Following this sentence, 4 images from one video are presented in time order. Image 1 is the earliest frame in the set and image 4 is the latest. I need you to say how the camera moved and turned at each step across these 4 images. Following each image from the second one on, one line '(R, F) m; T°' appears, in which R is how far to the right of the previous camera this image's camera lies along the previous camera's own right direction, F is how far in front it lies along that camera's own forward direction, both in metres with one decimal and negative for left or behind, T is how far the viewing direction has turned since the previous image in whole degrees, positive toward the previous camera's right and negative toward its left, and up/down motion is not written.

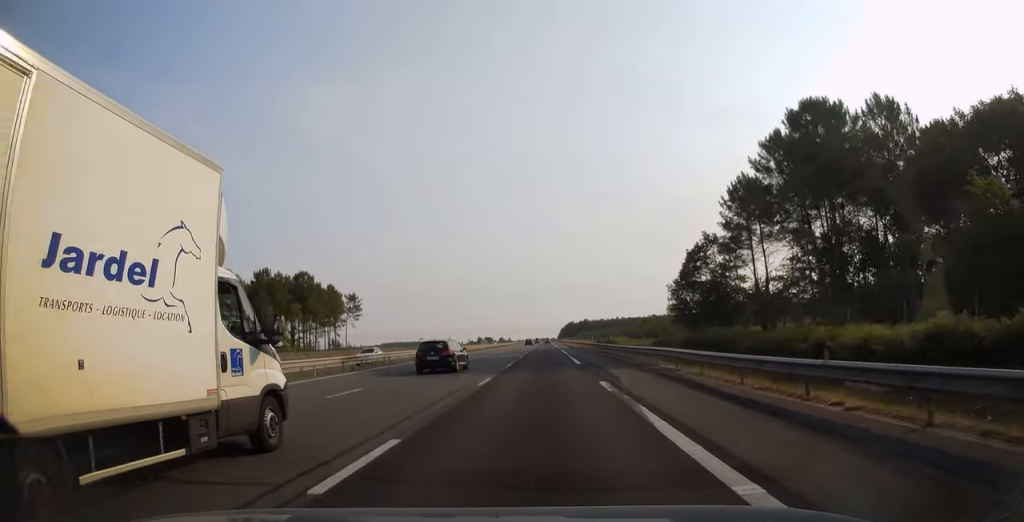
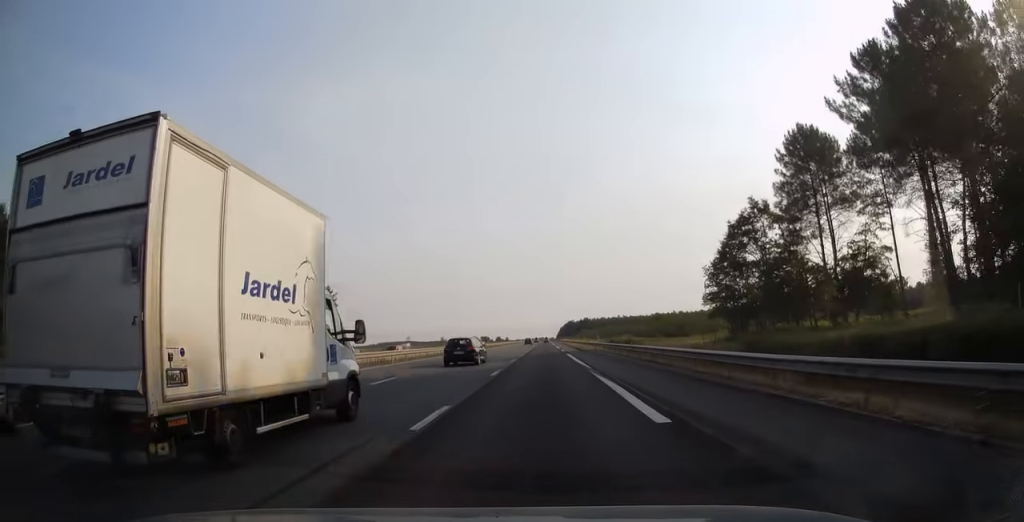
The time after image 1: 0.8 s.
(+0.1, +22.2) m; 0°
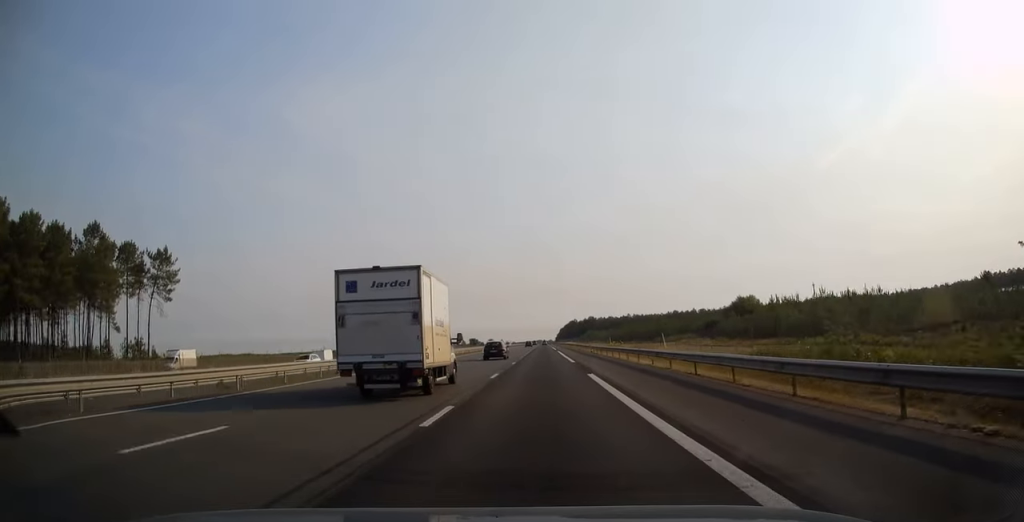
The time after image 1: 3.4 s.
(+0.2, +77.5) m; 0°
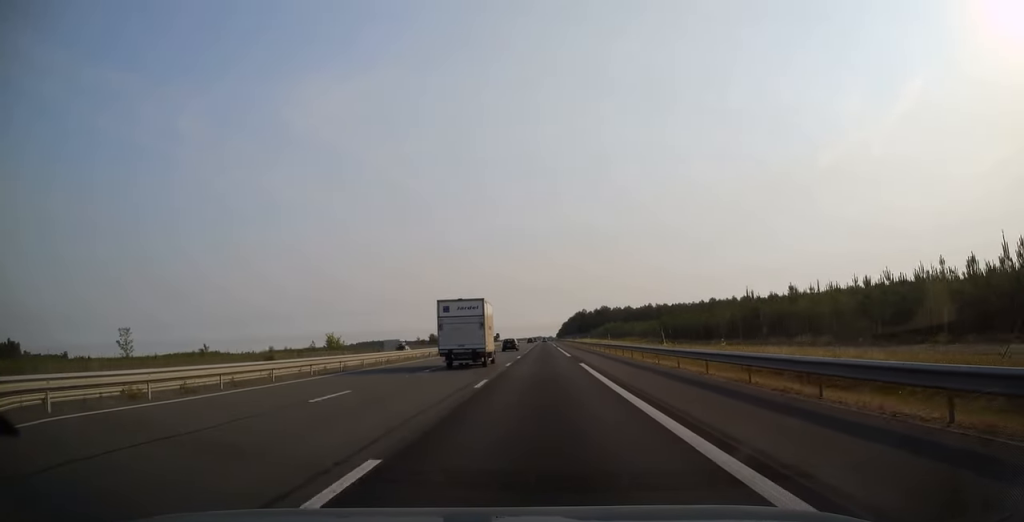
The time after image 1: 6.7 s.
(-0.5, +97.3) m; 0°
